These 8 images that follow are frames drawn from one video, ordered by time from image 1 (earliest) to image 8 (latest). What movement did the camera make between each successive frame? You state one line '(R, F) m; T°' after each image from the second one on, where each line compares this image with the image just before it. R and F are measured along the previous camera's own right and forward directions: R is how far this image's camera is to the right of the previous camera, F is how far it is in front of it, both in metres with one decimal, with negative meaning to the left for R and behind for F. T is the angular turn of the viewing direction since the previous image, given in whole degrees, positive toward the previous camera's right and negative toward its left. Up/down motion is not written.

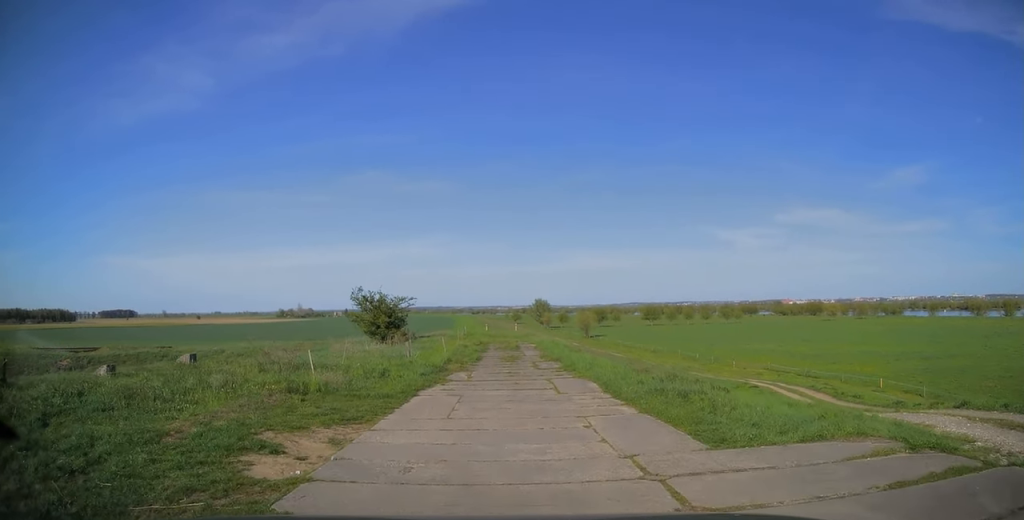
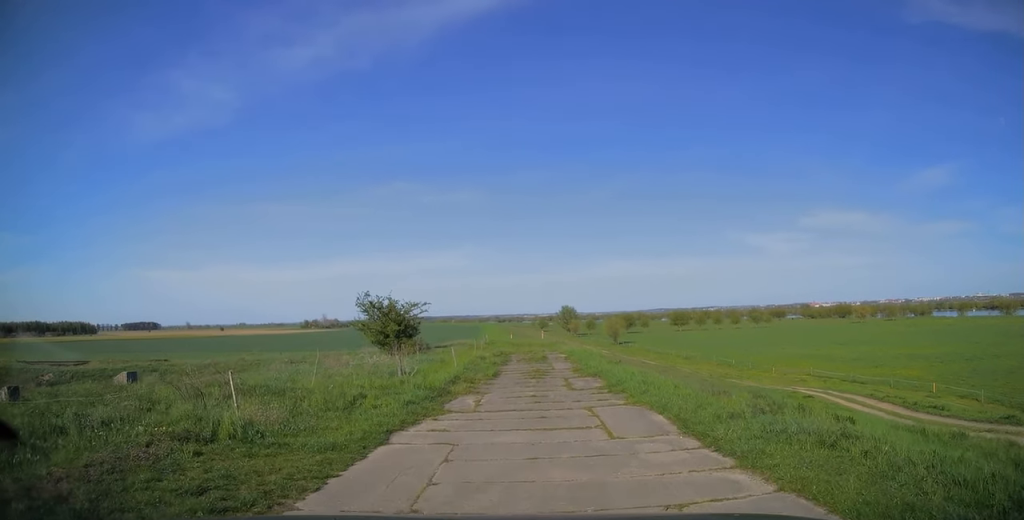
(+0.4, +4.7) m; +2°
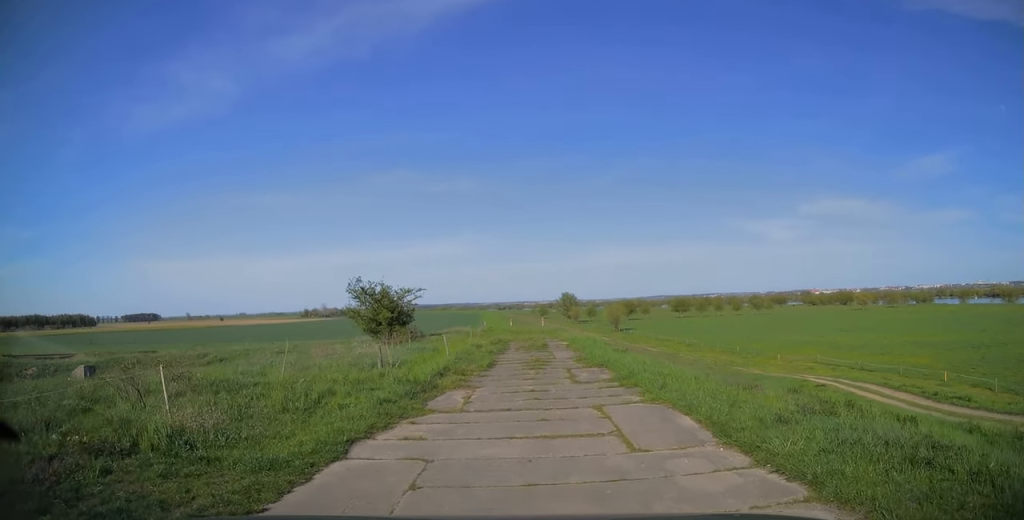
(+0.1, +1.7) m; -2°
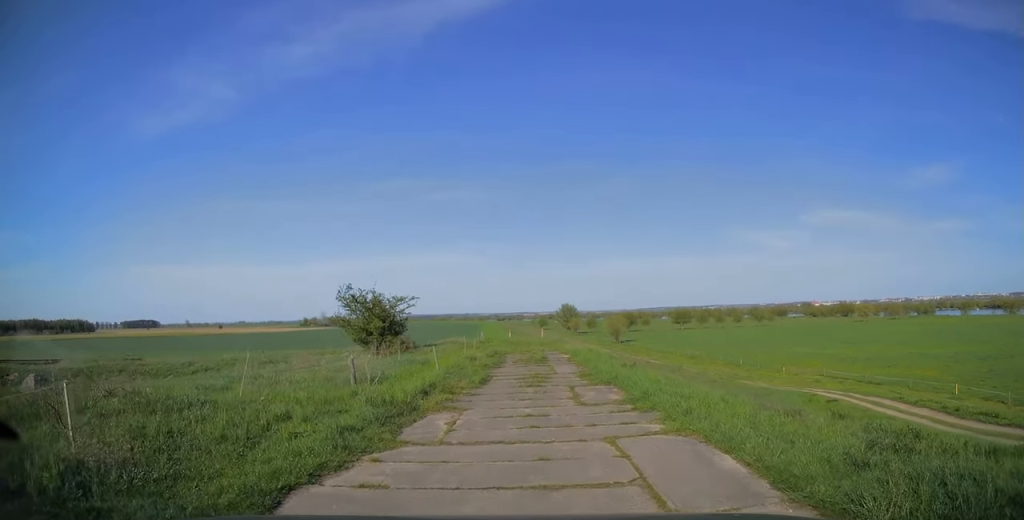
(-0.2, +1.8) m; -1°
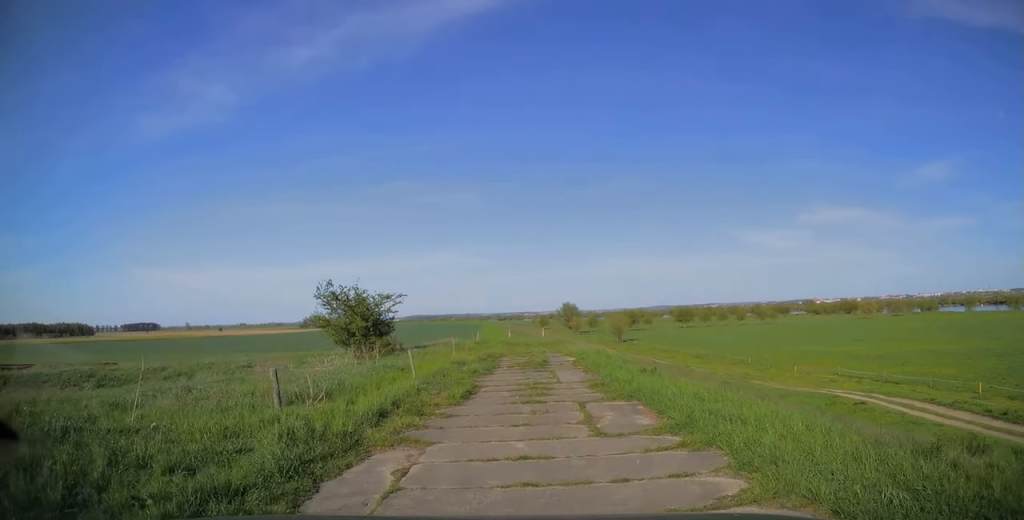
(0.0, +3.0) m; +3°
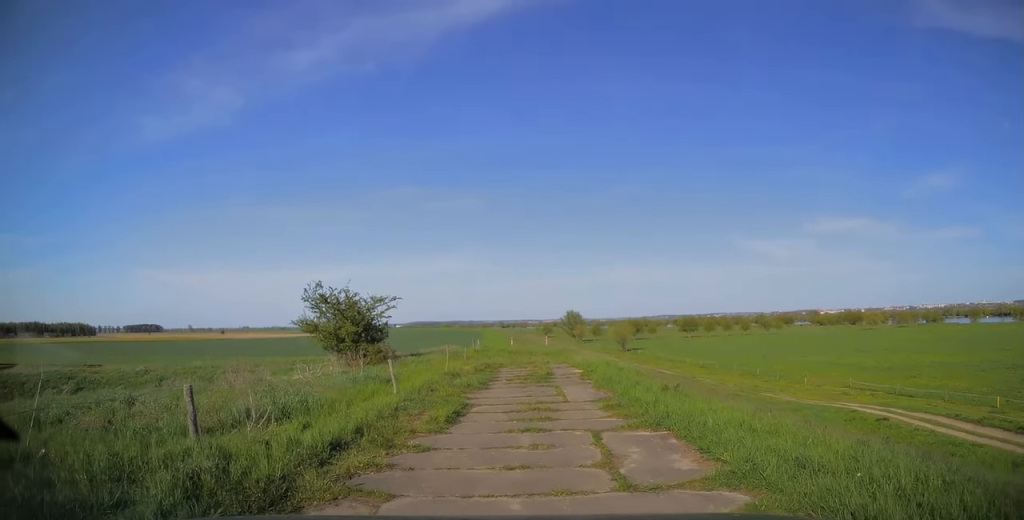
(+0.1, +2.0) m; +4°
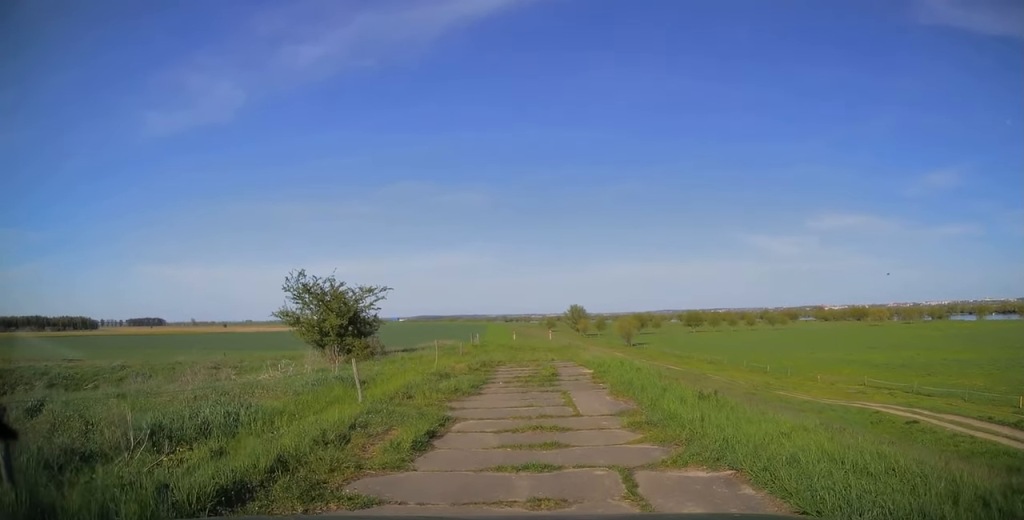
(+0.1, +2.3) m; -1°
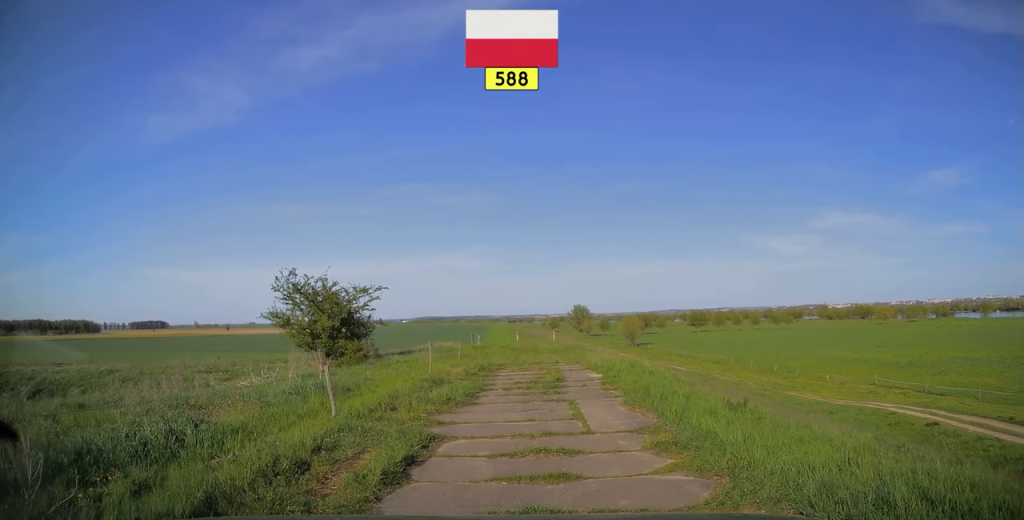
(-0.2, +0.9) m; 0°
